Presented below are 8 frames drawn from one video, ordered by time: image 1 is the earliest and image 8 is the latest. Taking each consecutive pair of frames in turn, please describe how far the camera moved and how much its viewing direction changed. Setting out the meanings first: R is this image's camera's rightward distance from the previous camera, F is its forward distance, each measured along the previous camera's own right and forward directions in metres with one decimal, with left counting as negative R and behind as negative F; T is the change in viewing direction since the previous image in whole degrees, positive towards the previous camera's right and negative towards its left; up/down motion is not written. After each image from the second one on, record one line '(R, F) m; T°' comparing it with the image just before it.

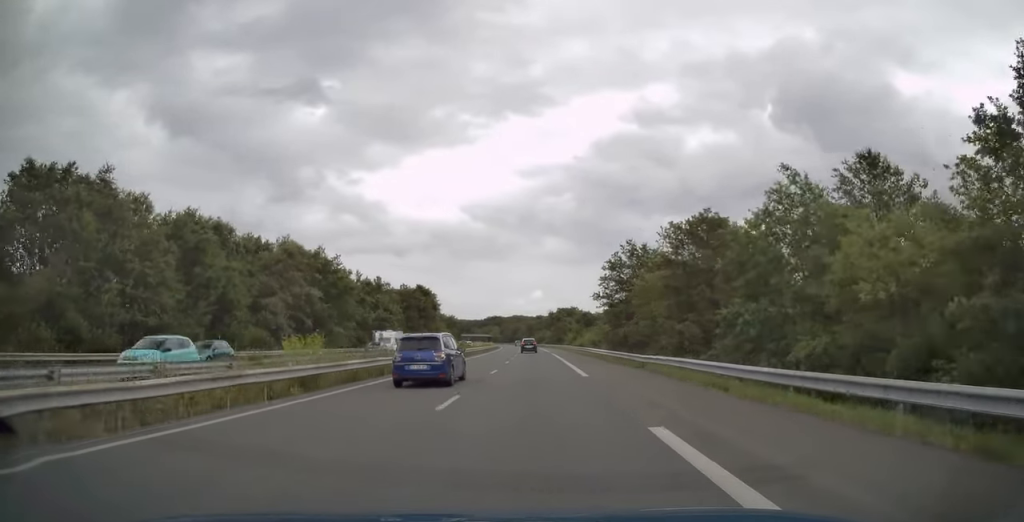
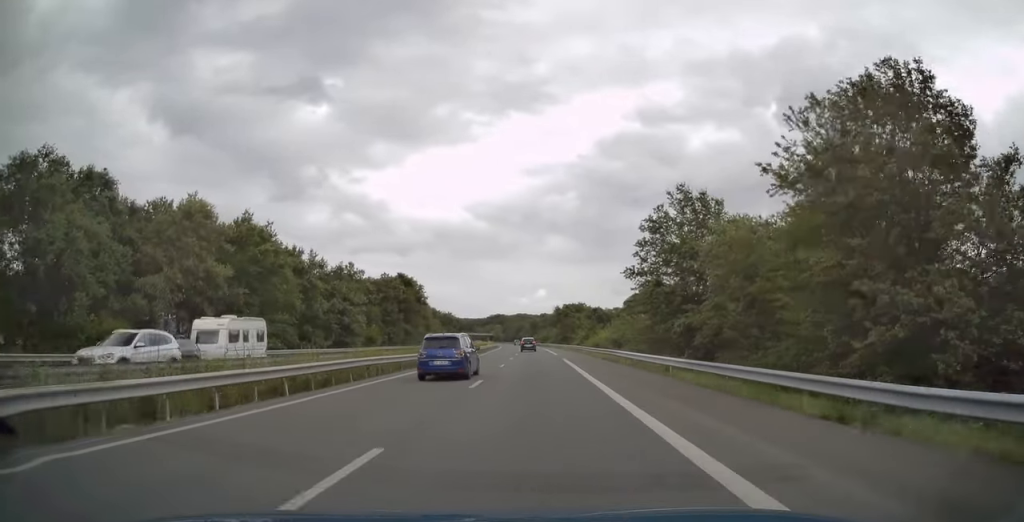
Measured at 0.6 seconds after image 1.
(-0.2, +20.5) m; -1°
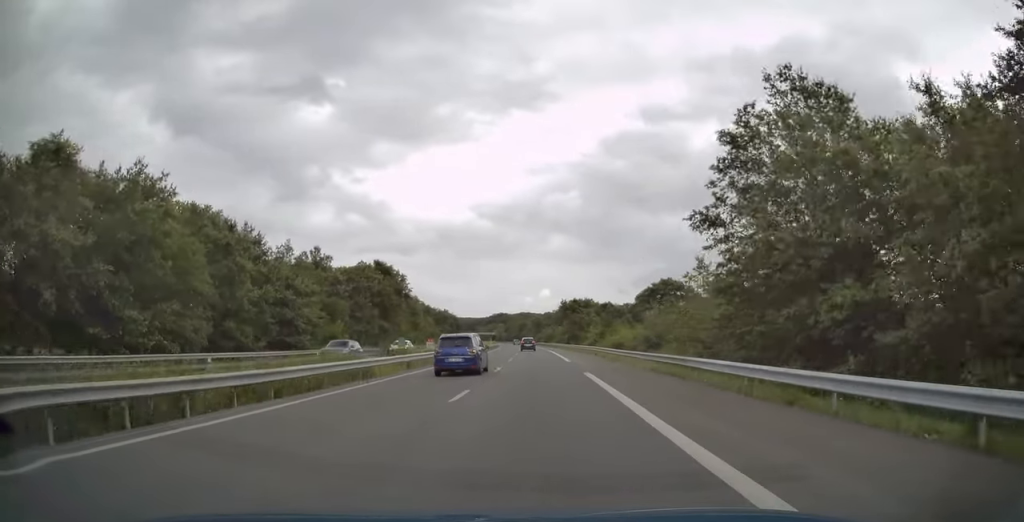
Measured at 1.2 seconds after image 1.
(-0.1, +17.2) m; 0°
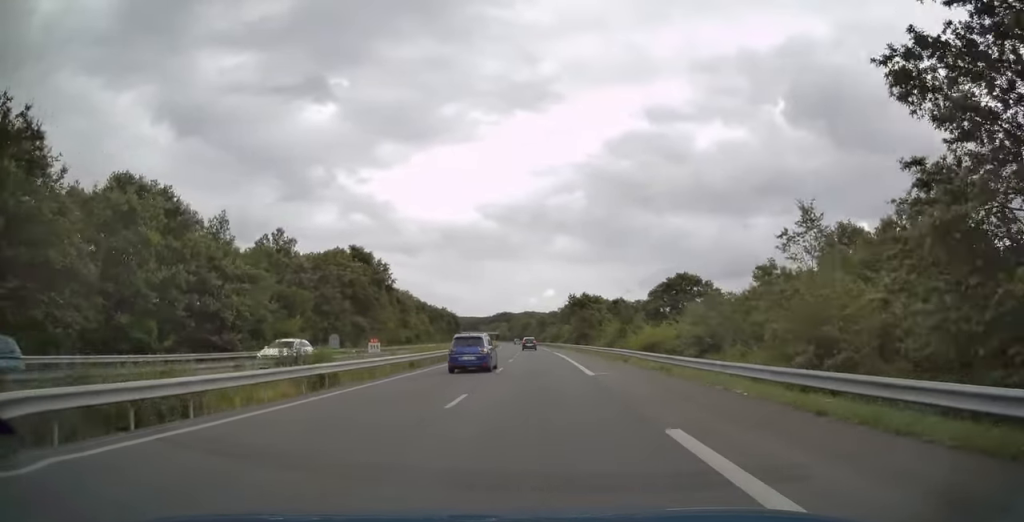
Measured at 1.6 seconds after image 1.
(0.0, +14.0) m; 0°
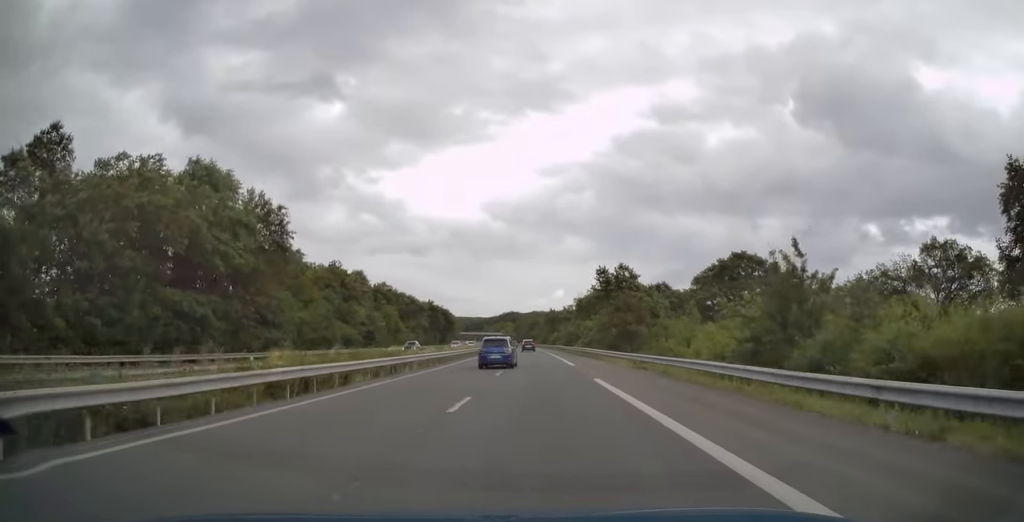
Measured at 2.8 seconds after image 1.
(-0.4, +39.4) m; -2°
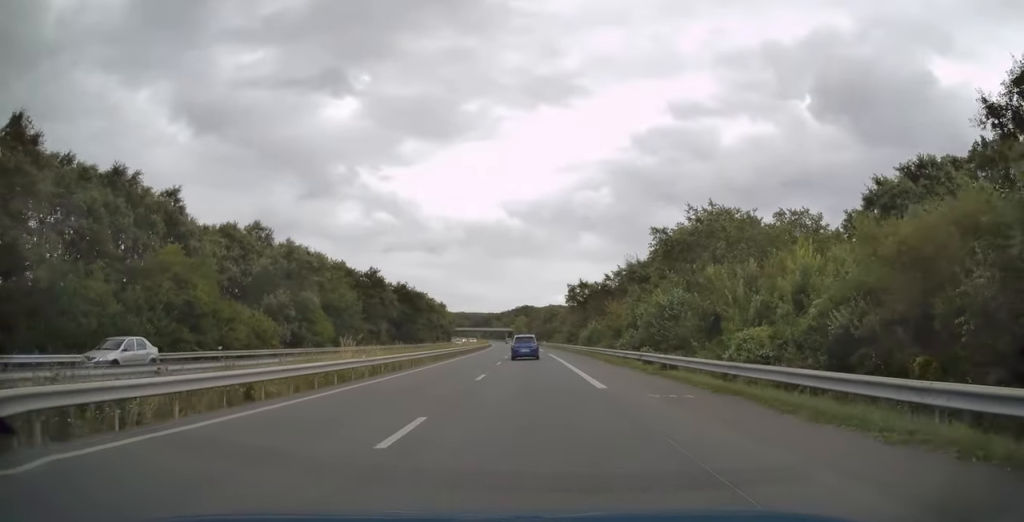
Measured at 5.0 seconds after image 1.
(-0.6, +69.1) m; -1°
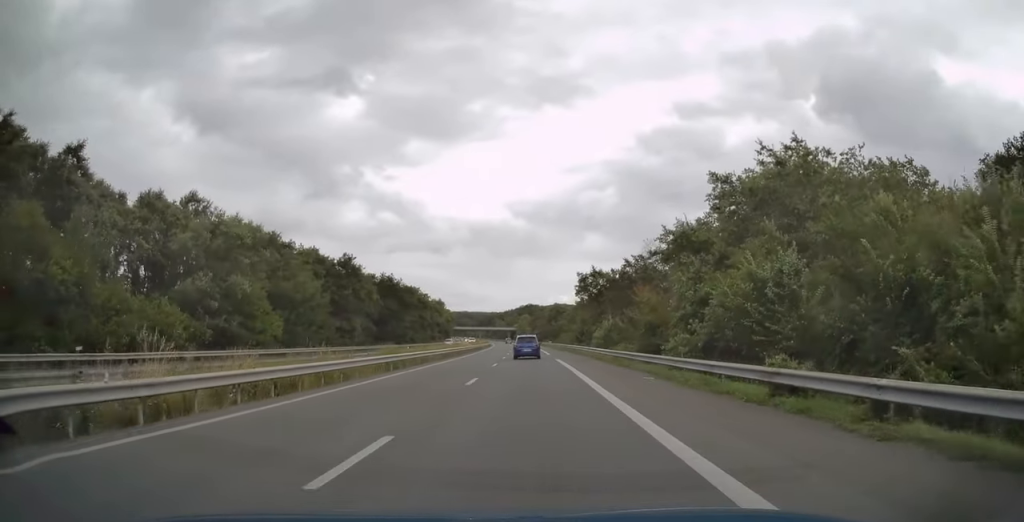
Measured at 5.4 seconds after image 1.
(-0.1, +15.1) m; 0°
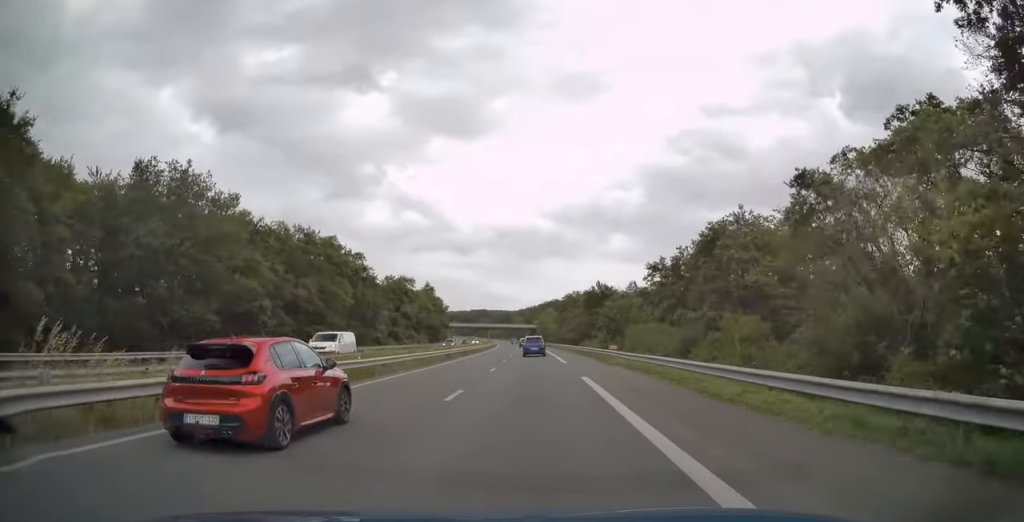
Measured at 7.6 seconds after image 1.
(-1.7, +69.6) m; -2°
